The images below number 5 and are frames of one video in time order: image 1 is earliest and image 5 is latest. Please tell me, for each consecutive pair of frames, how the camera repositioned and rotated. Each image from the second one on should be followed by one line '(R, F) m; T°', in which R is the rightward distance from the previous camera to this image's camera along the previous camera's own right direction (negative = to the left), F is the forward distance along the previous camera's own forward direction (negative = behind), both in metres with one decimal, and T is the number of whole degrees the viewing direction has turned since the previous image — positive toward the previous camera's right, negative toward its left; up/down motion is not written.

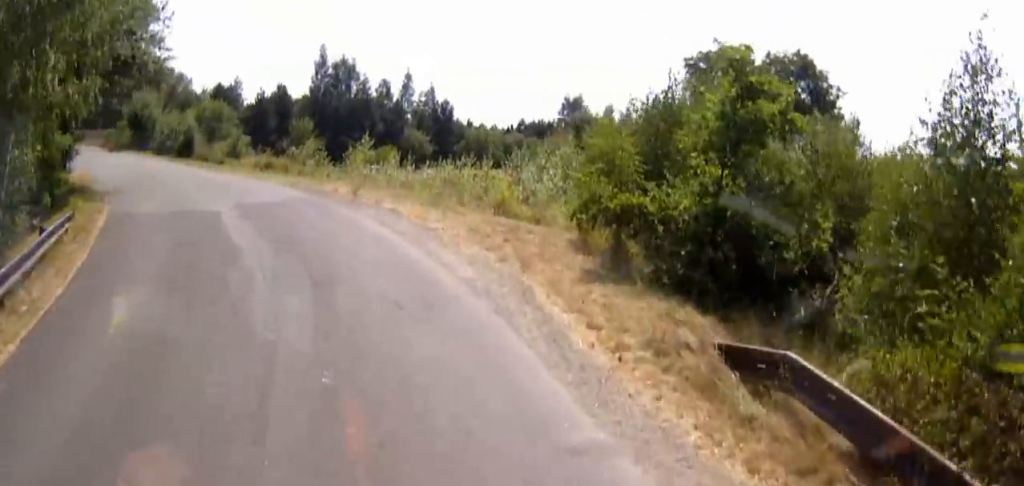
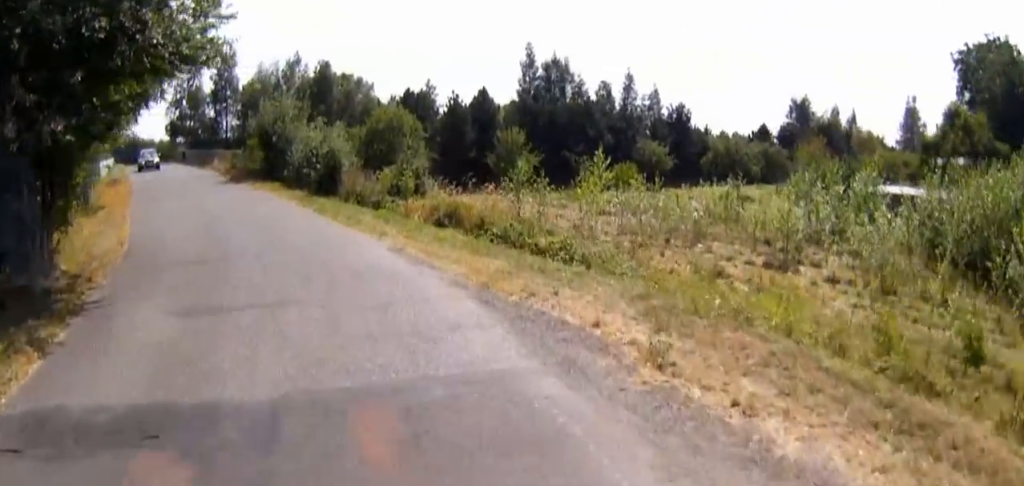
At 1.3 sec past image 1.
(-1.6, +13.5) m; -9°
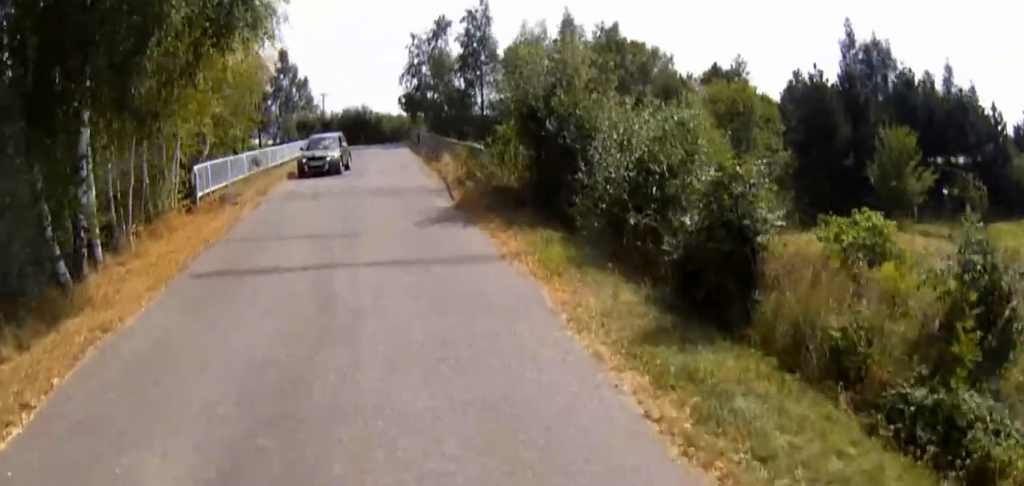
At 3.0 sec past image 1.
(-2.9, +16.7) m; -21°
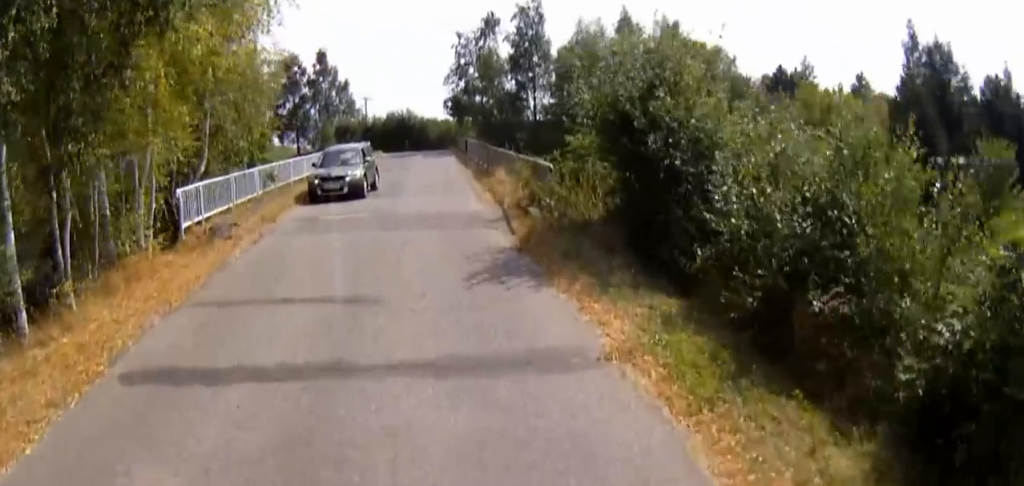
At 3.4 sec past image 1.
(-0.3, +4.3) m; -4°
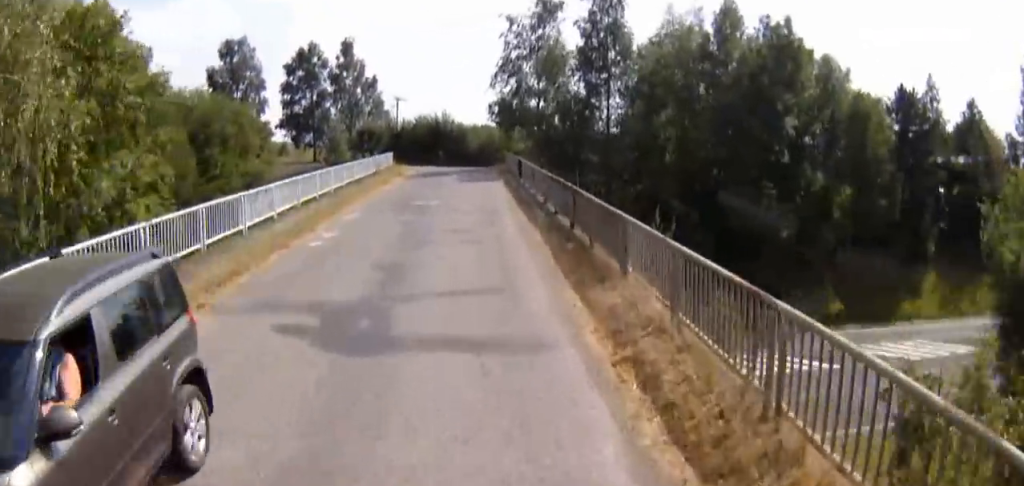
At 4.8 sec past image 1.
(-0.4, +13.5) m; -6°
